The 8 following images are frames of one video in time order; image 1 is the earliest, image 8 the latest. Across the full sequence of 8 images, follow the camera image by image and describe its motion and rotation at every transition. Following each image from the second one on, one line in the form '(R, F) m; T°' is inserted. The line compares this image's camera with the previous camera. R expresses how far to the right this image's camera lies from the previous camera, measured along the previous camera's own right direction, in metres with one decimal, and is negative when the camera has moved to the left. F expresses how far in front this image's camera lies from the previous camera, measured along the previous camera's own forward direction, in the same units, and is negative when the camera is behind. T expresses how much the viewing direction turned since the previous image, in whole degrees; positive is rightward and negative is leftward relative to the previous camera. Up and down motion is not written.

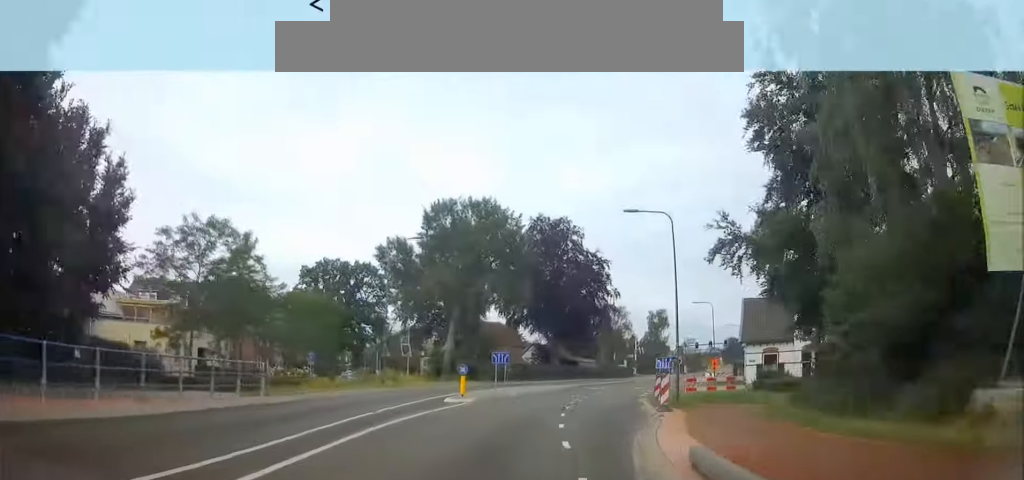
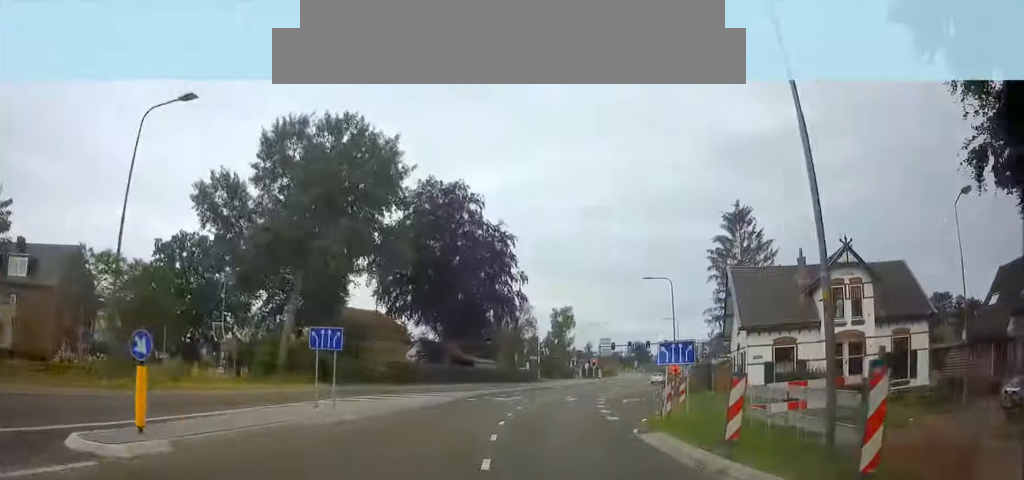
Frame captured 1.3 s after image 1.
(+1.2, +18.4) m; +7°
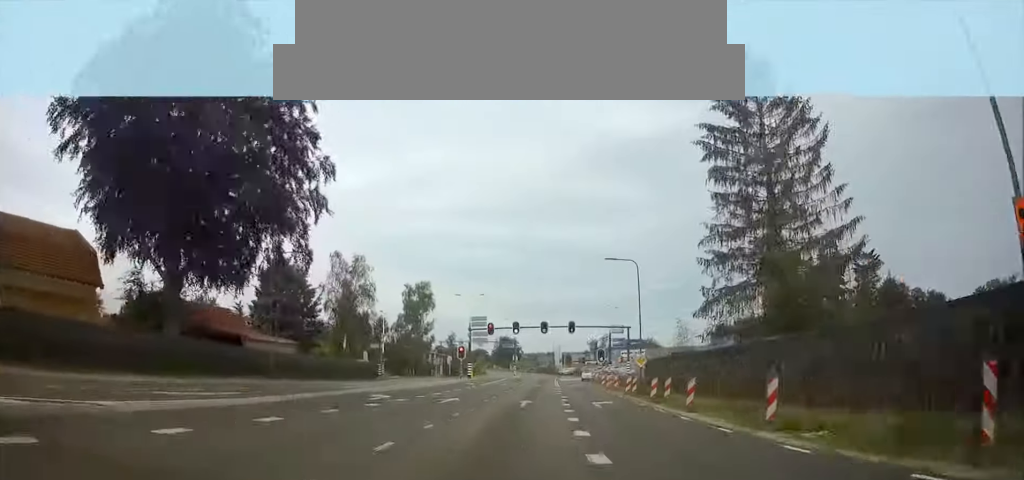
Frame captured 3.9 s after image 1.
(+4.0, +37.9) m; +10°
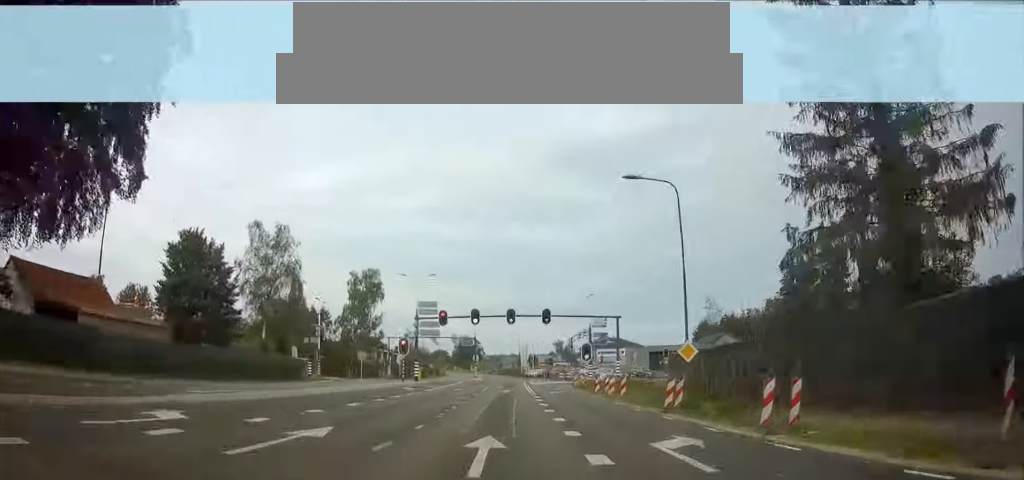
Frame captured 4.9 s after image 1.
(+0.8, +15.9) m; +2°
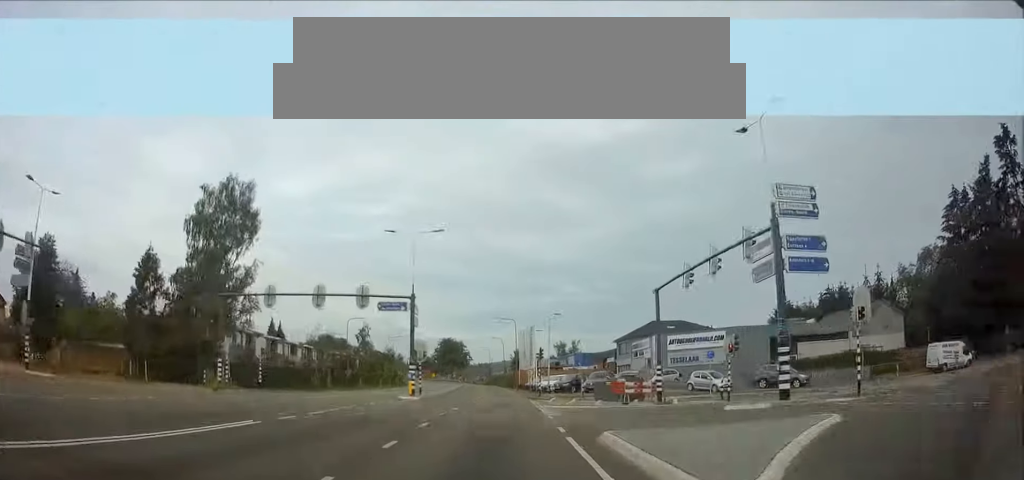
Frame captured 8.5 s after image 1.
(+0.8, +54.4) m; +1°
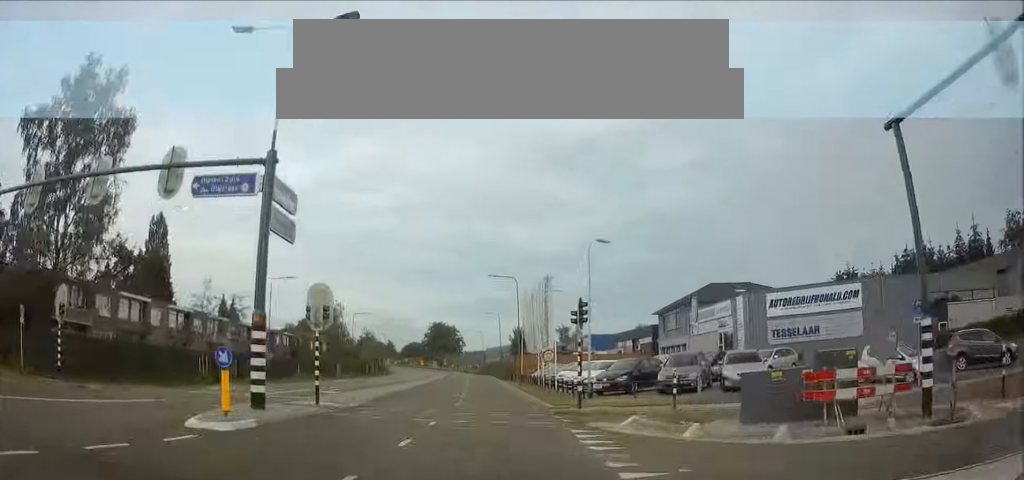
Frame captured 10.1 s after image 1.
(0.0, +23.5) m; 0°
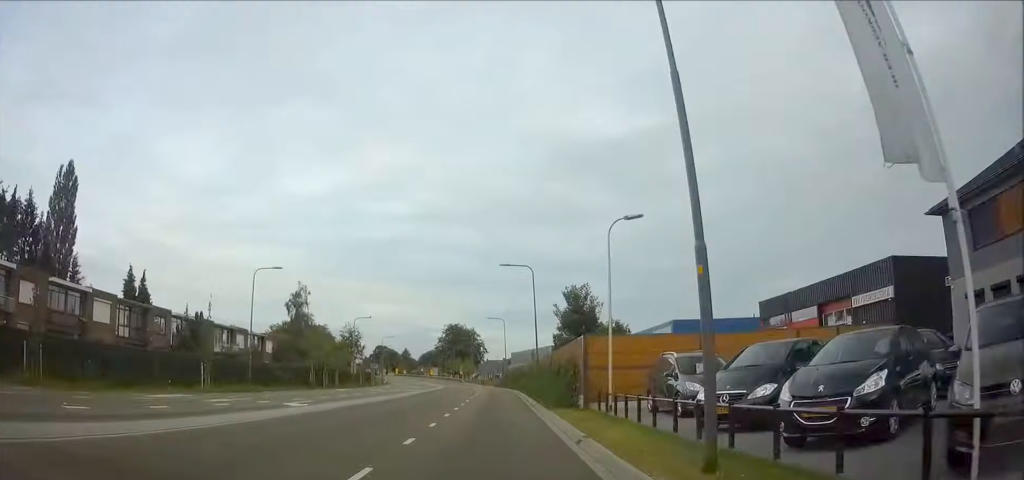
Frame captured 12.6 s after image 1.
(-0.2, +38.9) m; -1°
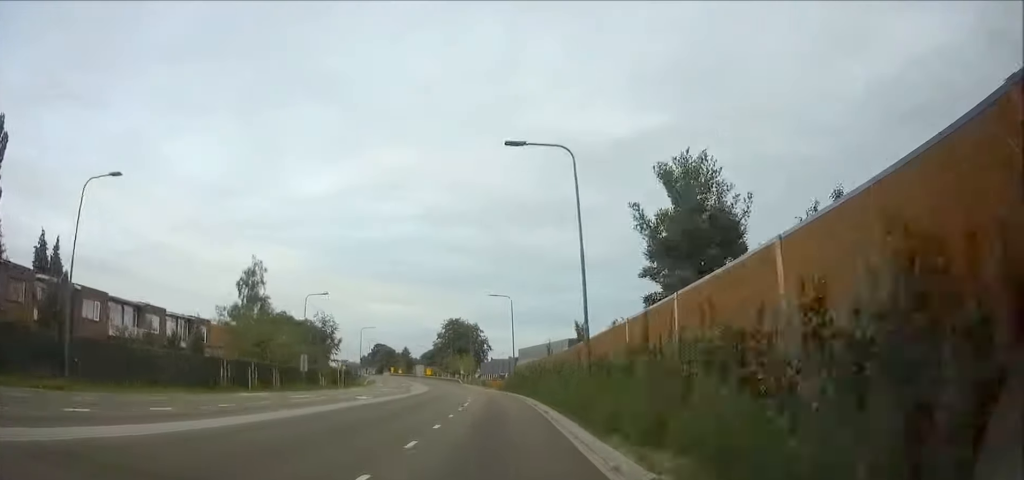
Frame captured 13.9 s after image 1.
(-0.1, +20.5) m; -1°
